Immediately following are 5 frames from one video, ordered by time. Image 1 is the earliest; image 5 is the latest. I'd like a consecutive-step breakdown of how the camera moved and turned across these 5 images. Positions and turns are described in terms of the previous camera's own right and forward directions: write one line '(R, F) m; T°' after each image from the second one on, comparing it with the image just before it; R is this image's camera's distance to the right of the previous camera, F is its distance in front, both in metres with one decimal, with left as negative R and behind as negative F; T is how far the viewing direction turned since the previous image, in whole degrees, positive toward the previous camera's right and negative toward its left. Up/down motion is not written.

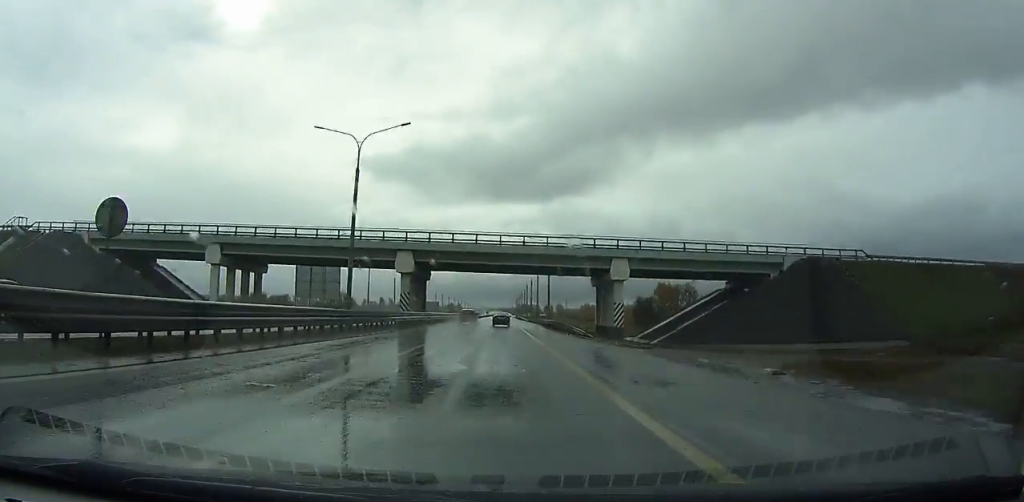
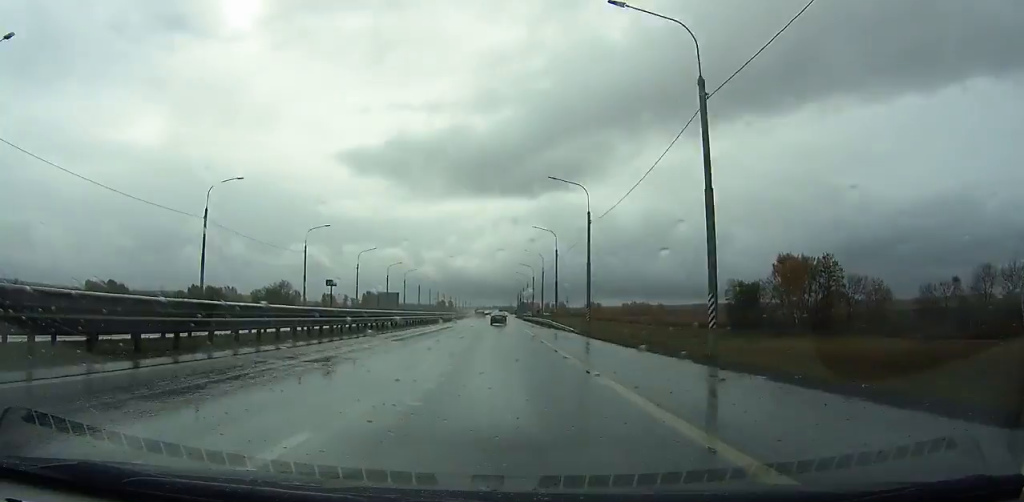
(+0.4, +85.0) m; +1°
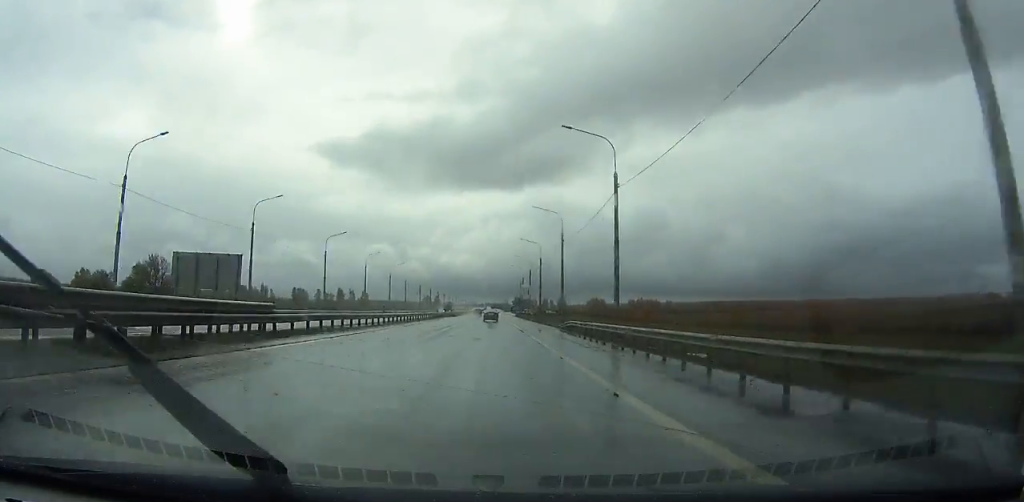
(+0.6, +84.4) m; 0°
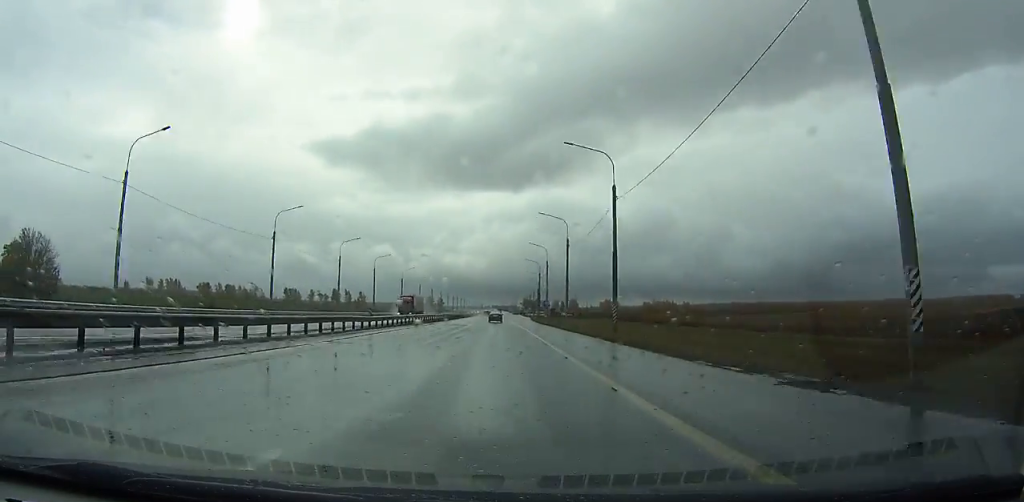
(-0.2, +47.4) m; 0°
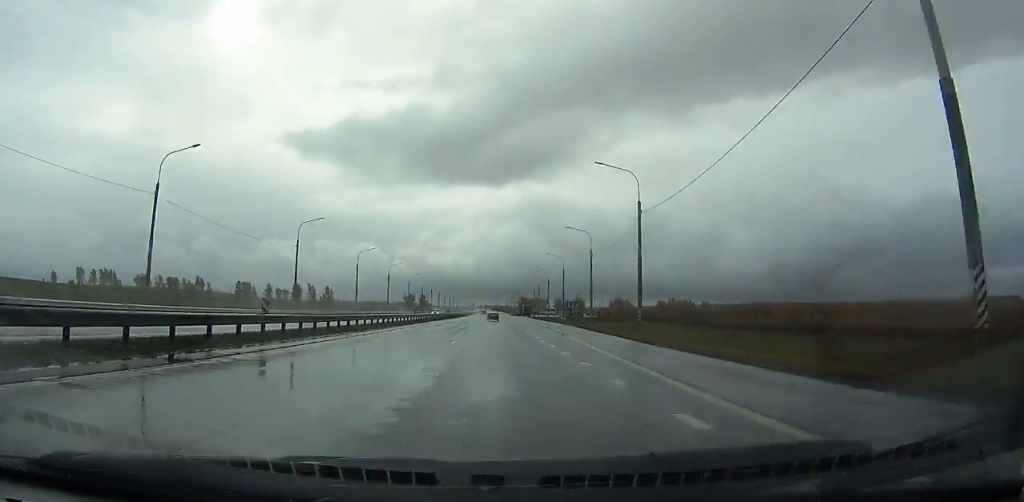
(+0.2, +102.3) m; 0°
